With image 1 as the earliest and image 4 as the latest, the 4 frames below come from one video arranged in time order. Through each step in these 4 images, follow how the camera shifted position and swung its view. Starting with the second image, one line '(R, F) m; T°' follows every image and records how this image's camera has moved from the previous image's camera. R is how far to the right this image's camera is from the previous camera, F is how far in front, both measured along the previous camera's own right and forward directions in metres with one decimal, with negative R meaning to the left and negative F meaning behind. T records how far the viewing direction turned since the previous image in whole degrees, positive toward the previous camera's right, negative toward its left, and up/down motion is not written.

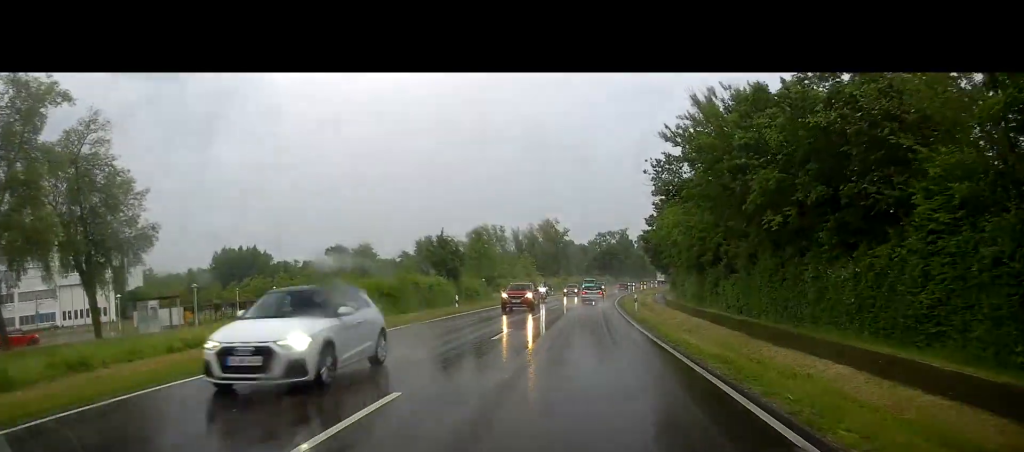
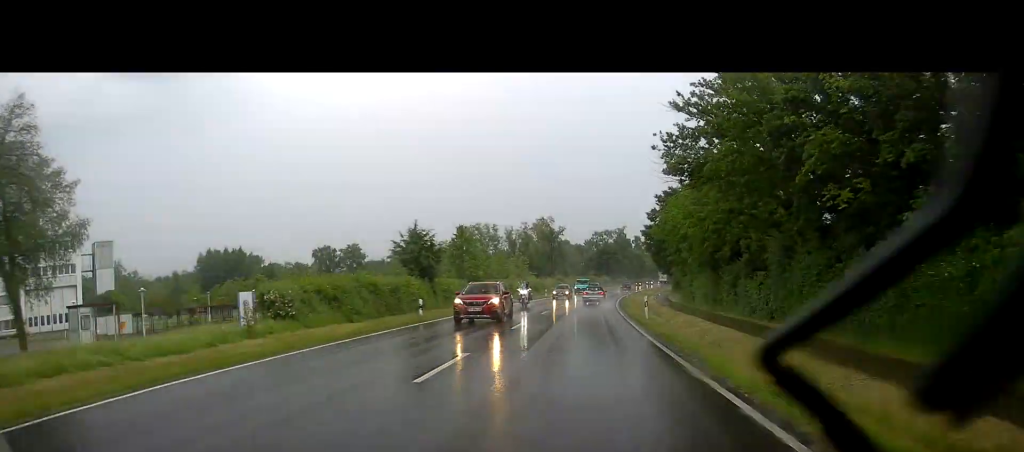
(+0.1, +7.1) m; 0°
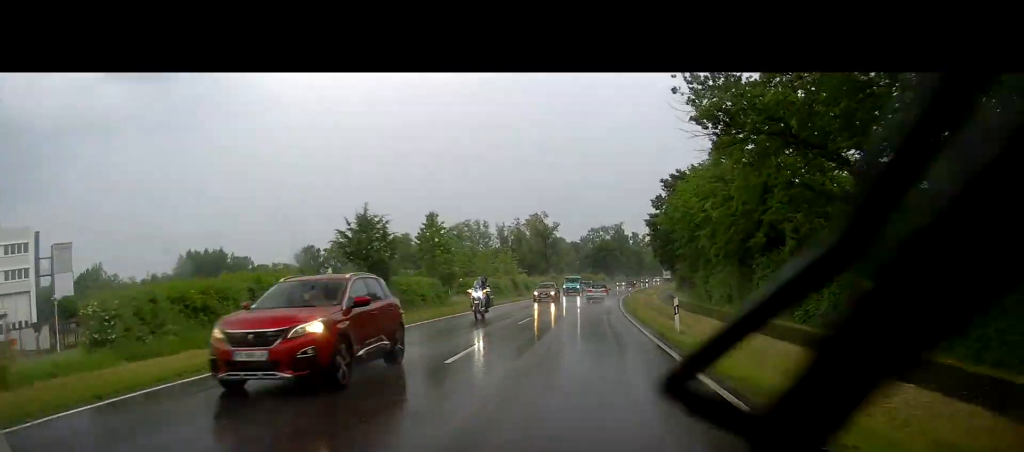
(-0.1, +9.6) m; 0°
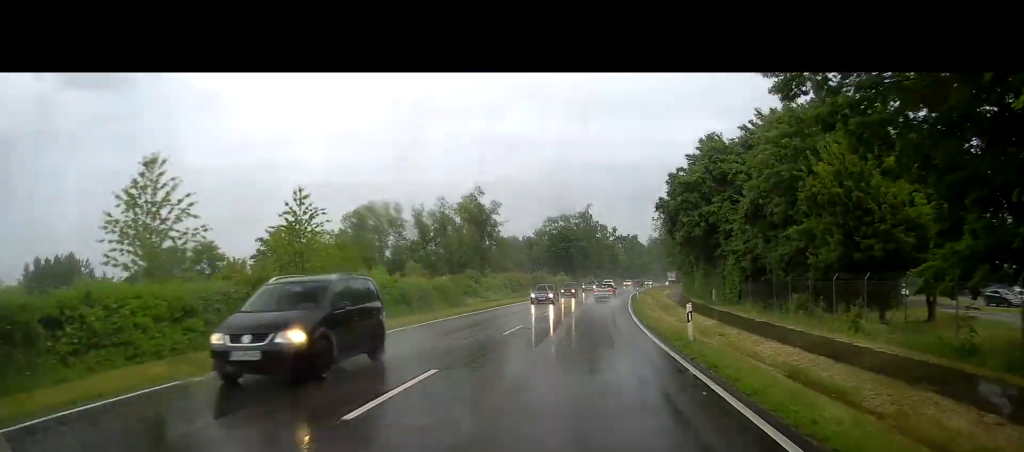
(+1.2, +52.2) m; +4°
